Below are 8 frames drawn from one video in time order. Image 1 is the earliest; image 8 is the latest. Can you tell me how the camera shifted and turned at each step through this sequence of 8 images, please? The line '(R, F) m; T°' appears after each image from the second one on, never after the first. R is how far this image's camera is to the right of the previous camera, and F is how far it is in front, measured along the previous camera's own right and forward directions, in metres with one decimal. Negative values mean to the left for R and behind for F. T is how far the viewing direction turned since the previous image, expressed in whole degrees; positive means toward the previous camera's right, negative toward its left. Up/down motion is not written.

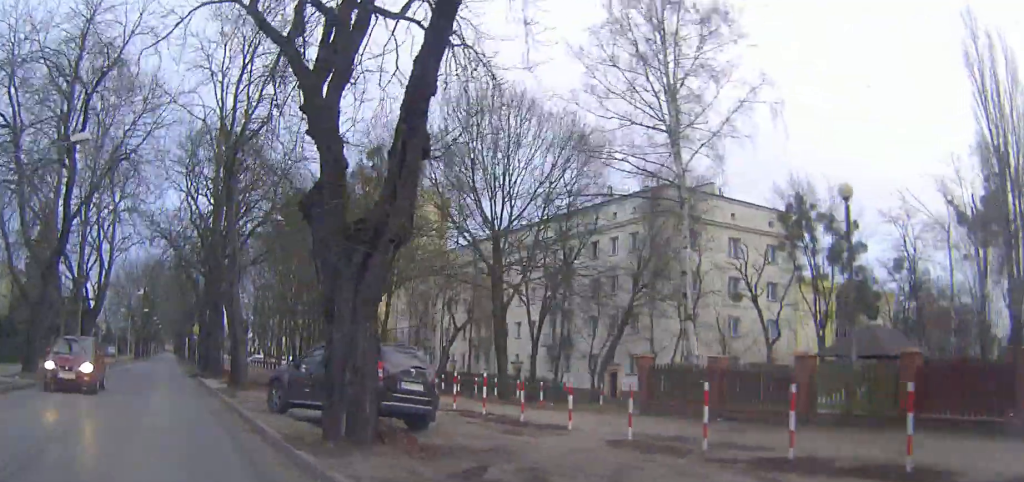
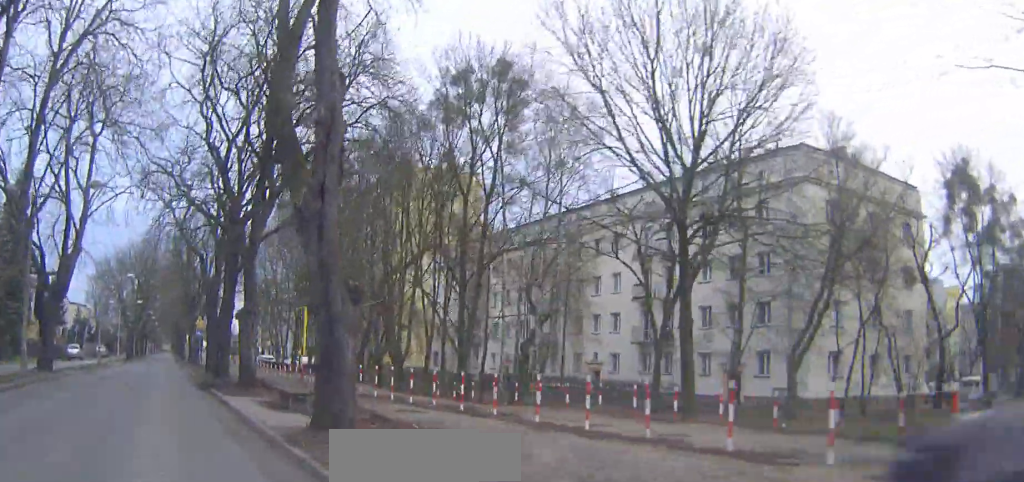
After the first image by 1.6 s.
(-0.2, +14.9) m; -1°
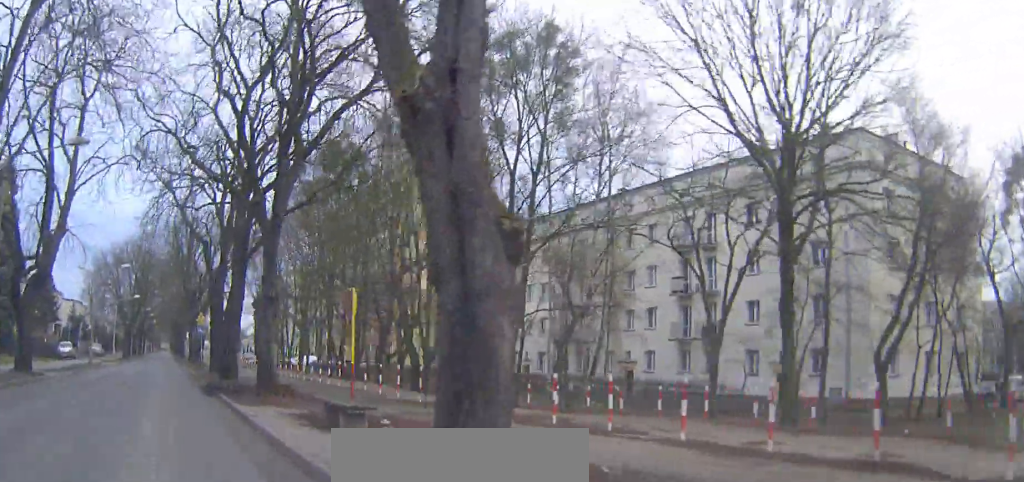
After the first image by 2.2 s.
(0.0, +4.9) m; 0°
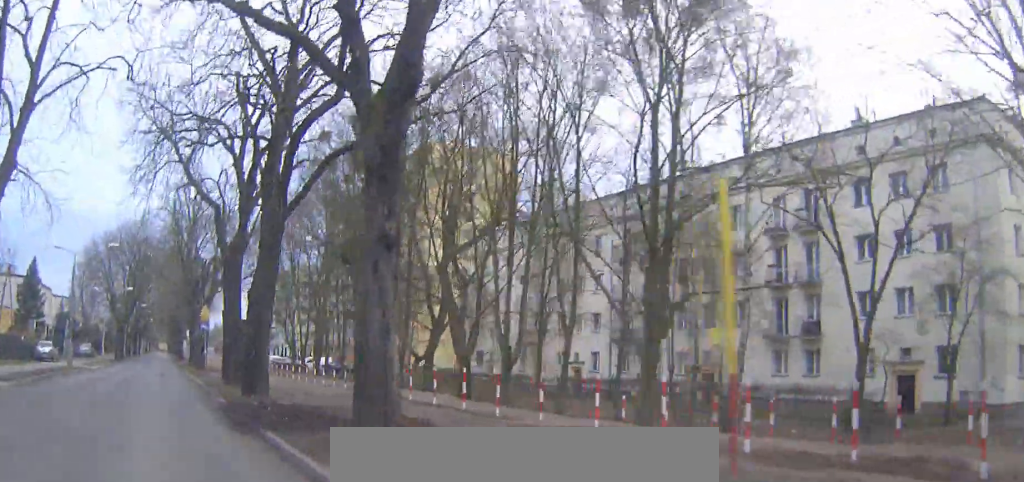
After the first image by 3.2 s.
(-0.1, +10.0) m; 0°
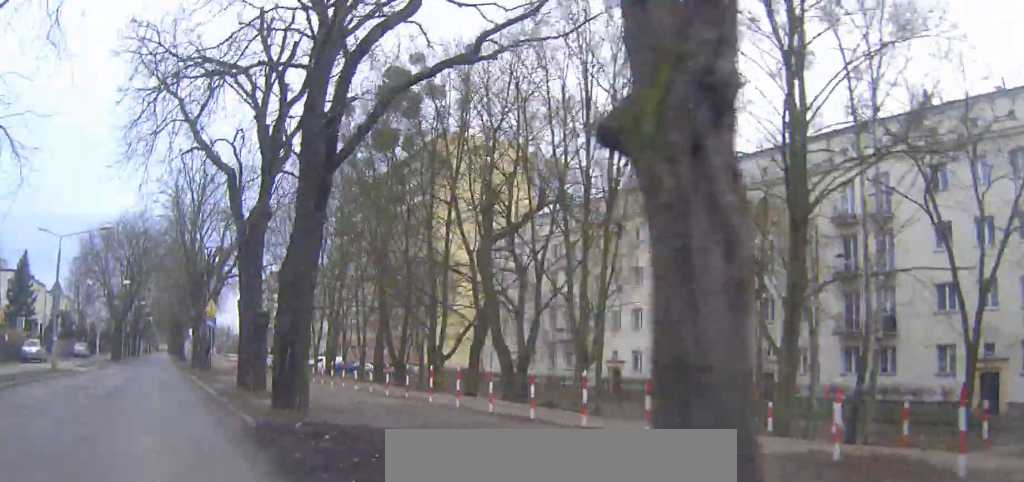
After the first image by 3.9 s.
(+0.1, +5.8) m; +1°
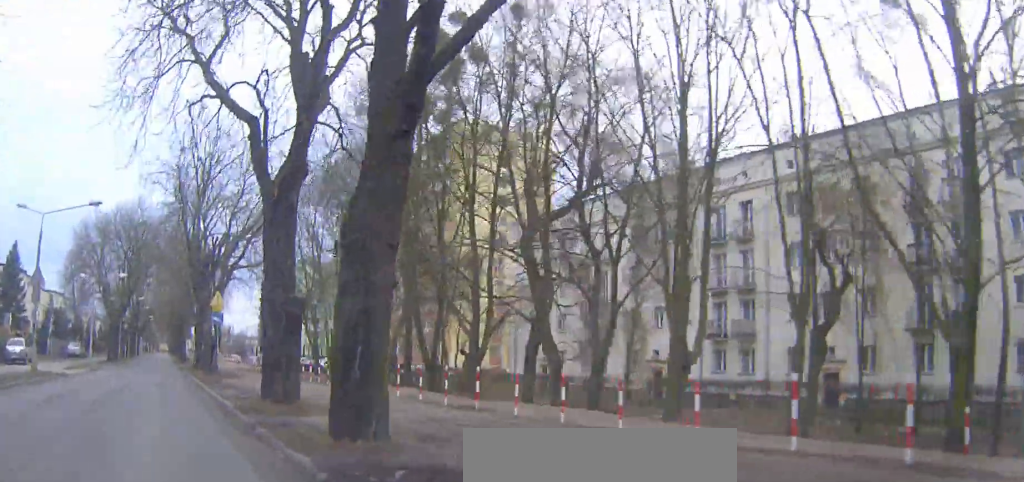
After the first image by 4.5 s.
(0.0, +5.4) m; 0°
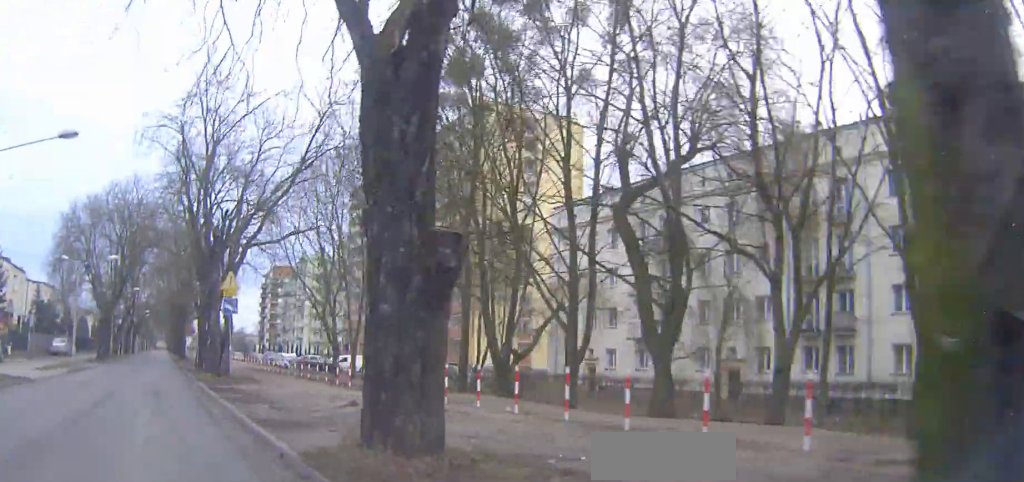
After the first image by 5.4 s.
(0.0, +8.3) m; 0°
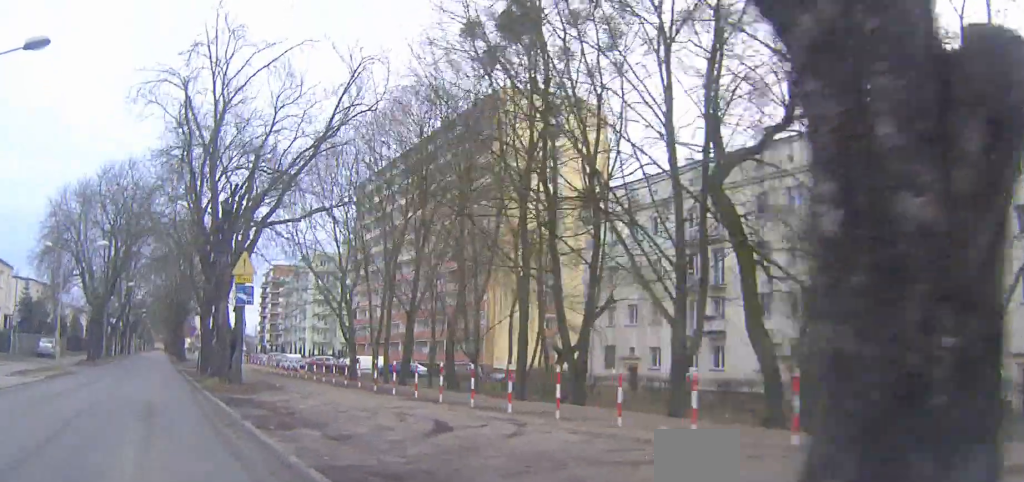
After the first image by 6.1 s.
(0.0, +5.6) m; 0°
